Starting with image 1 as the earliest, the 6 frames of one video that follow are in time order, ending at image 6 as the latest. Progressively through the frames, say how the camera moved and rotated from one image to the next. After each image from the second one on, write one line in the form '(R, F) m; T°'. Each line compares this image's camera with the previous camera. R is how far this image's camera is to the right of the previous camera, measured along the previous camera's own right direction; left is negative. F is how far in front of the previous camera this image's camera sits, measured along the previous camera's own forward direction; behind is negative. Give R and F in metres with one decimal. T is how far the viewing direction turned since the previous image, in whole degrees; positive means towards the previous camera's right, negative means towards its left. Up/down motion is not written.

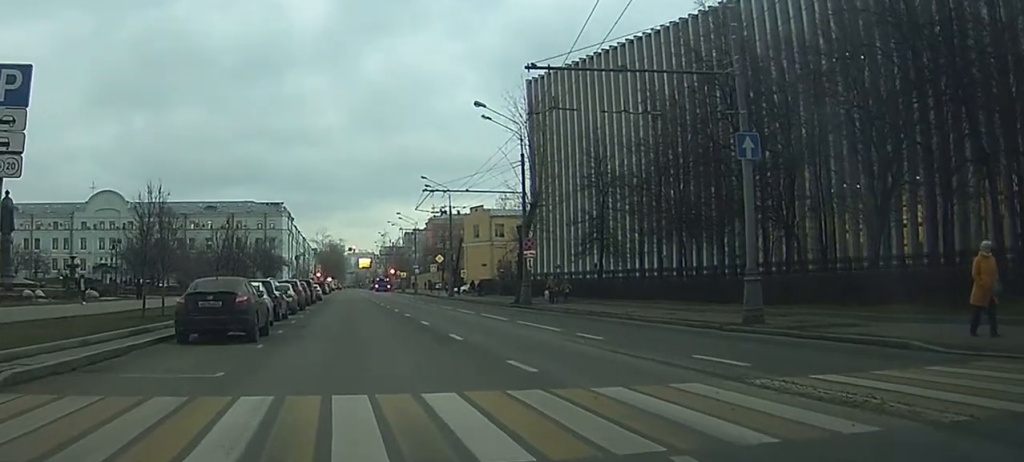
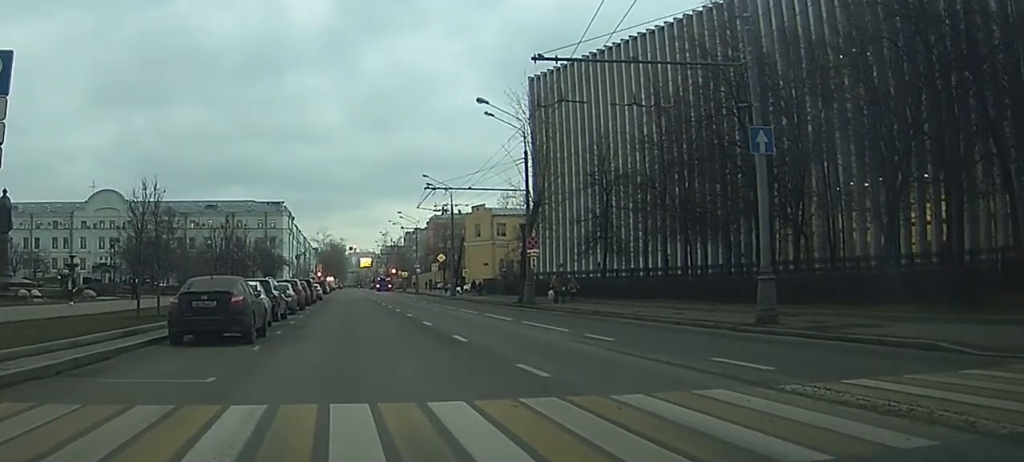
(0.0, 0.0) m; 0°
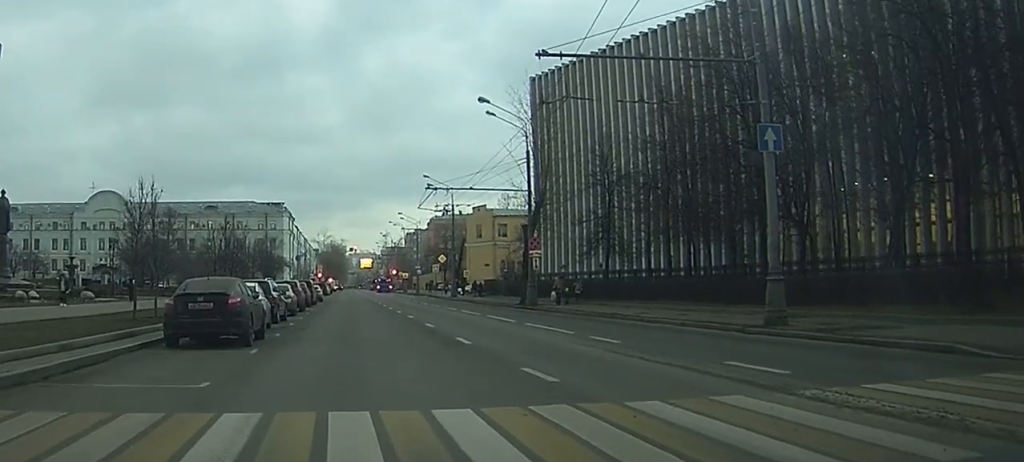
(0.0, 0.0) m; 0°
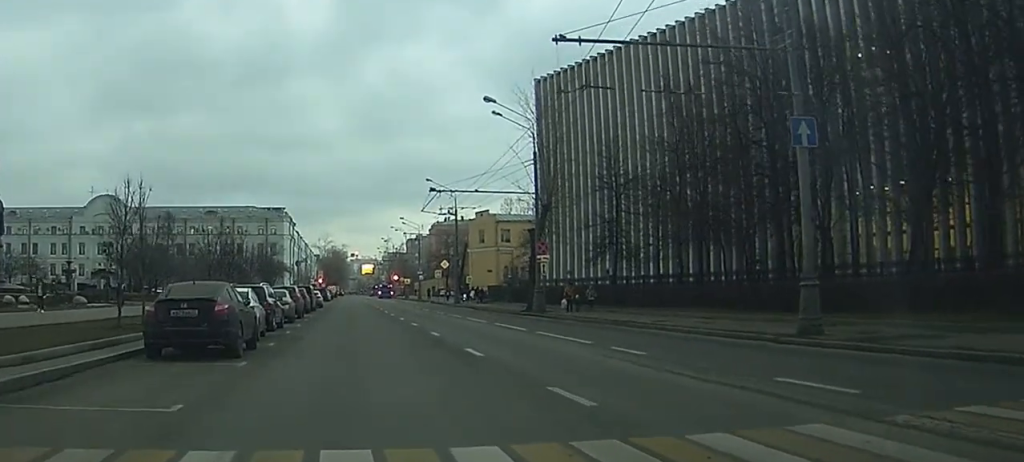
(0.0, +0.9) m; +2°
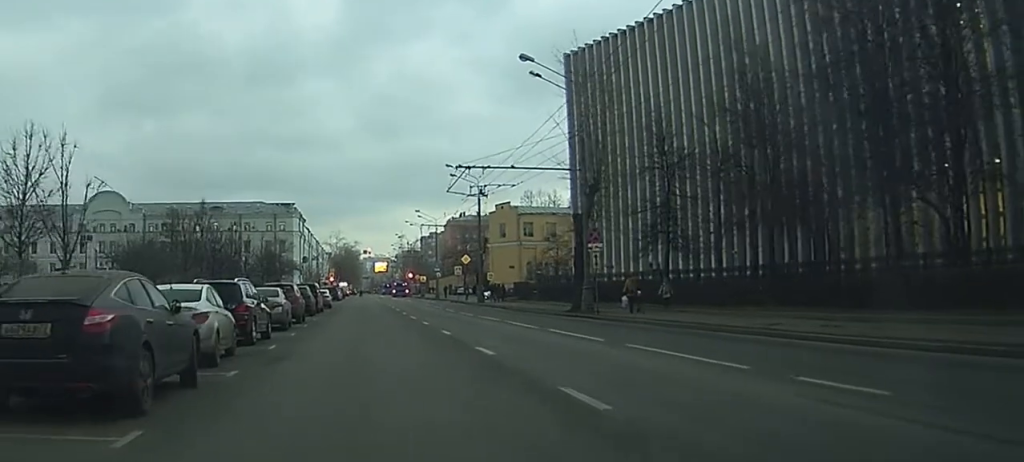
(+0.1, +6.1) m; -1°
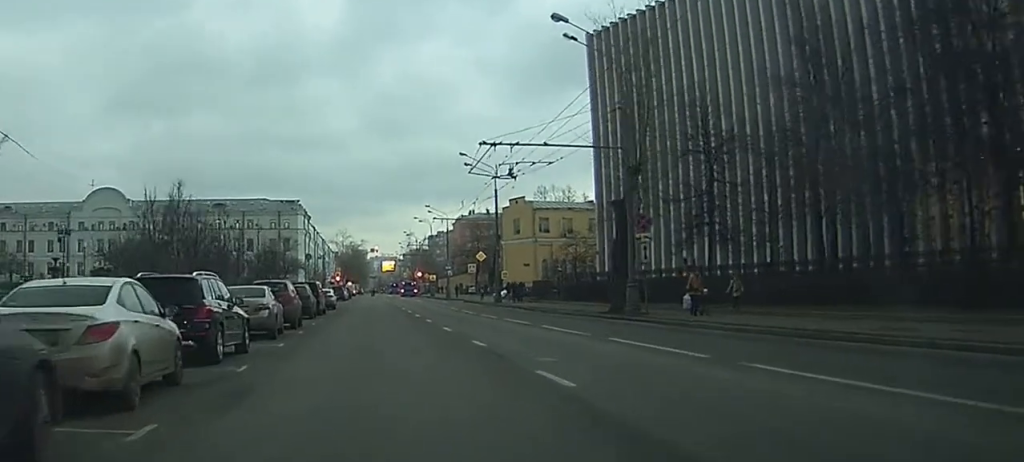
(-0.1, +5.3) m; -2°
